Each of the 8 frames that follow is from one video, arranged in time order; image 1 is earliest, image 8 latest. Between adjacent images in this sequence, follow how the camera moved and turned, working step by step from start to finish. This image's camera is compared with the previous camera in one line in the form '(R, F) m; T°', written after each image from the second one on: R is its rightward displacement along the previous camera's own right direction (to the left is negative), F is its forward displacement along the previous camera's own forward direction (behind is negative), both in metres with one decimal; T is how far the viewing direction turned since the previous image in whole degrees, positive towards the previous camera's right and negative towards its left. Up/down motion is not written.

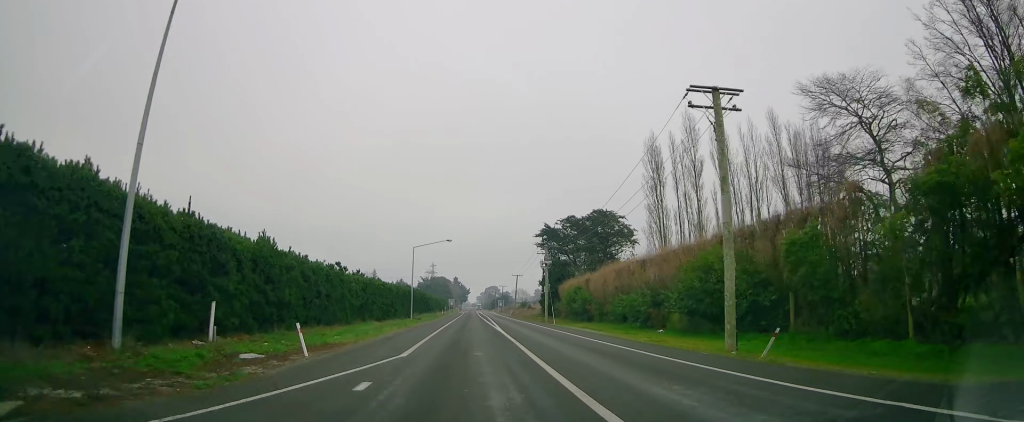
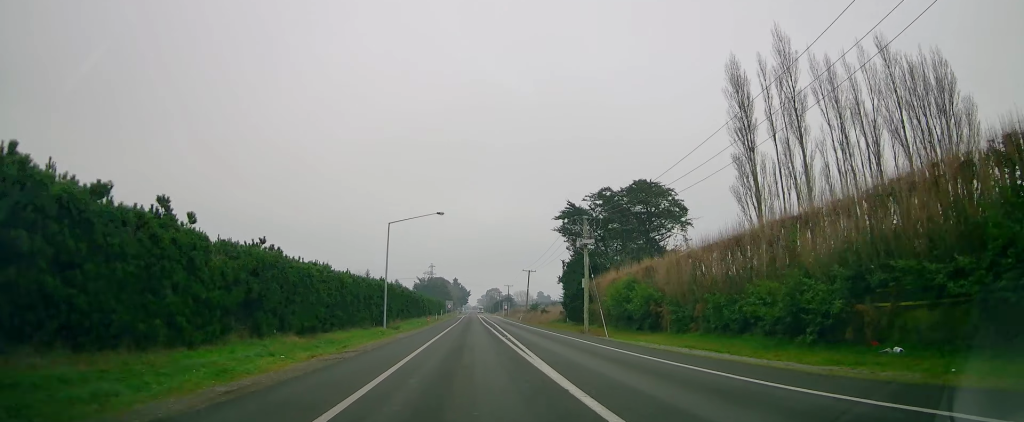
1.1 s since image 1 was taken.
(+0.2, +21.5) m; 0°
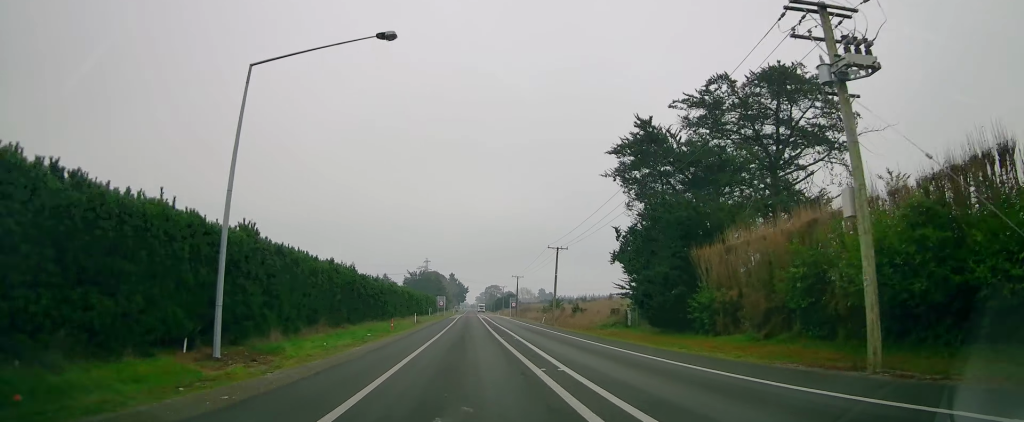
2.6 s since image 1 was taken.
(-0.1, +31.2) m; 0°
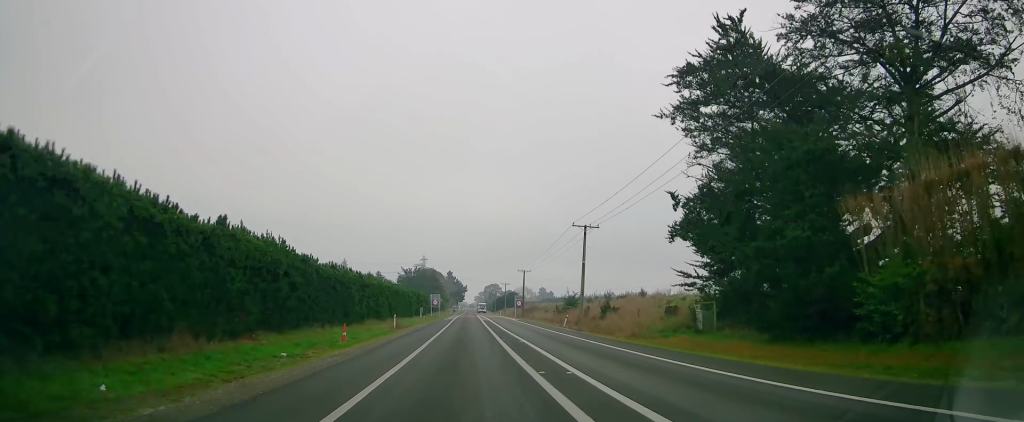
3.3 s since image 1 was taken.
(0.0, +14.9) m; 0°
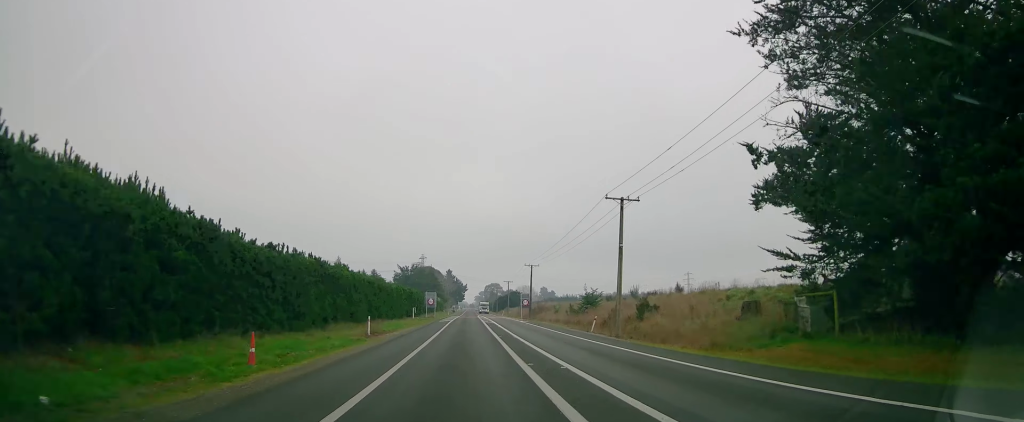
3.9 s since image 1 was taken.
(0.0, +10.9) m; 0°
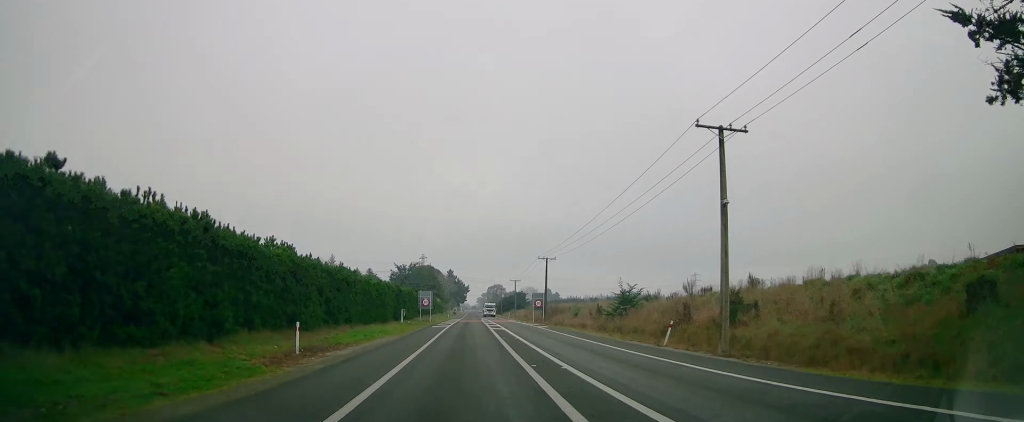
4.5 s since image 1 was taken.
(+0.1, +13.8) m; 0°
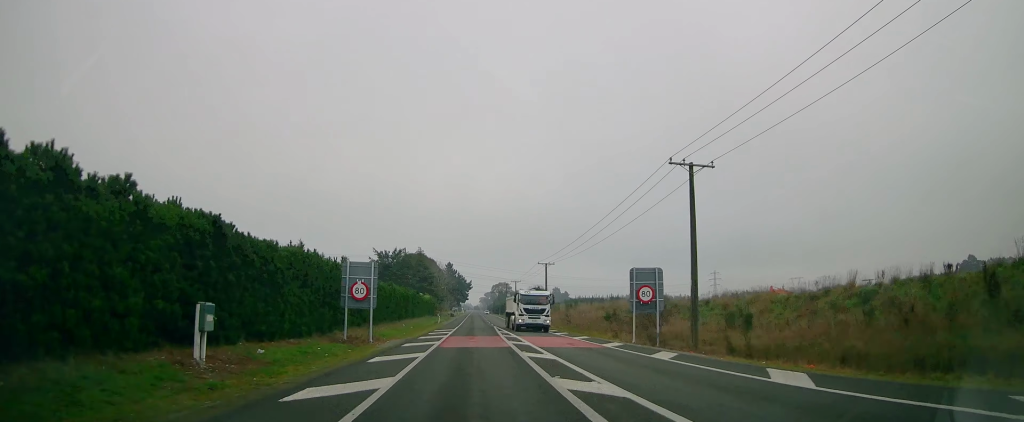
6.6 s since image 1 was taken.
(-0.1, +43.4) m; 0°
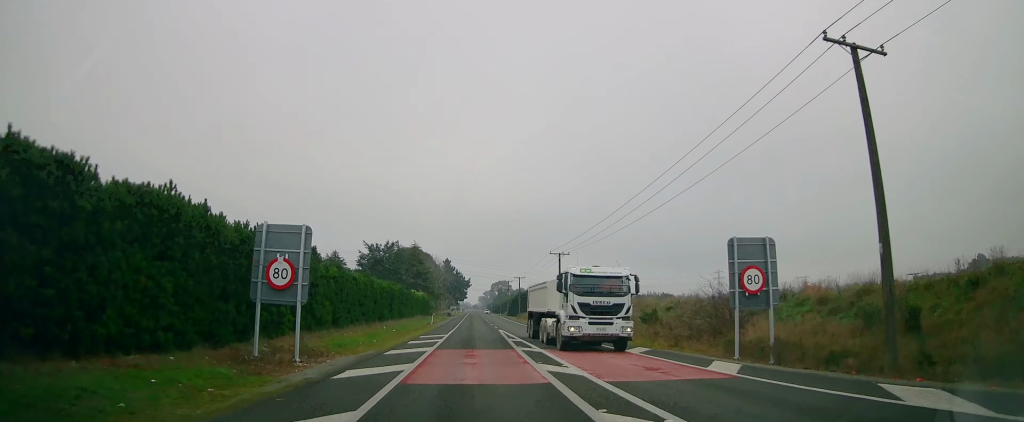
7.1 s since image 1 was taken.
(-0.1, +11.4) m; 0°
